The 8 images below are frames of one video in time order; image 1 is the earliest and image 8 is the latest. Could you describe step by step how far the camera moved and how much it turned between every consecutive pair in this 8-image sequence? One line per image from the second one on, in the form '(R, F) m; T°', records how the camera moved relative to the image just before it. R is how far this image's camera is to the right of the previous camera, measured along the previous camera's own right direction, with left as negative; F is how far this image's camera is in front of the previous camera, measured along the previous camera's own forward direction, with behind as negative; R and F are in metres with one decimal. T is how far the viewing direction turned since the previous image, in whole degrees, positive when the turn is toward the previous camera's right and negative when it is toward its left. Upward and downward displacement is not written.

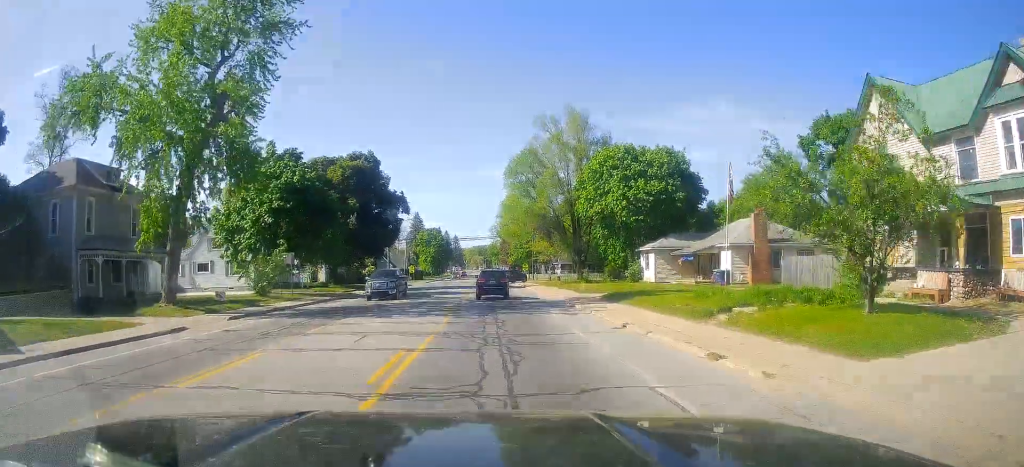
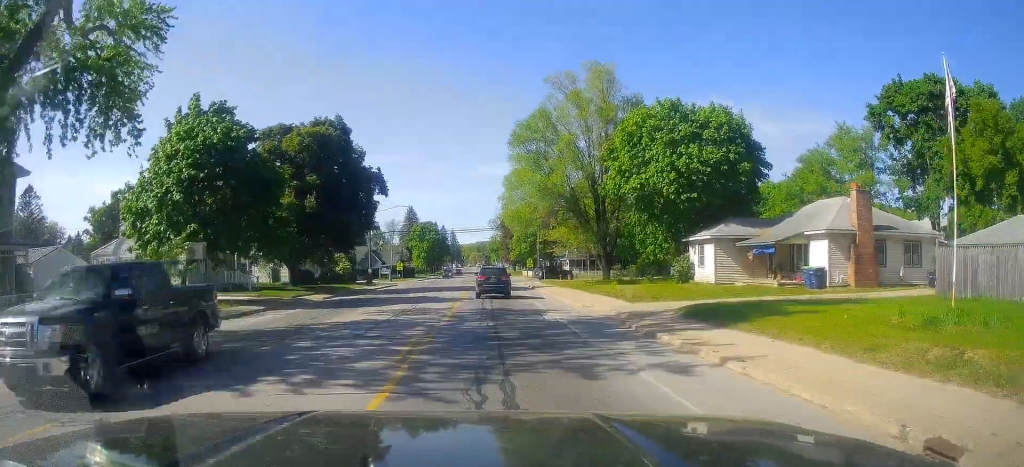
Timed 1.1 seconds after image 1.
(0.0, +13.0) m; 0°
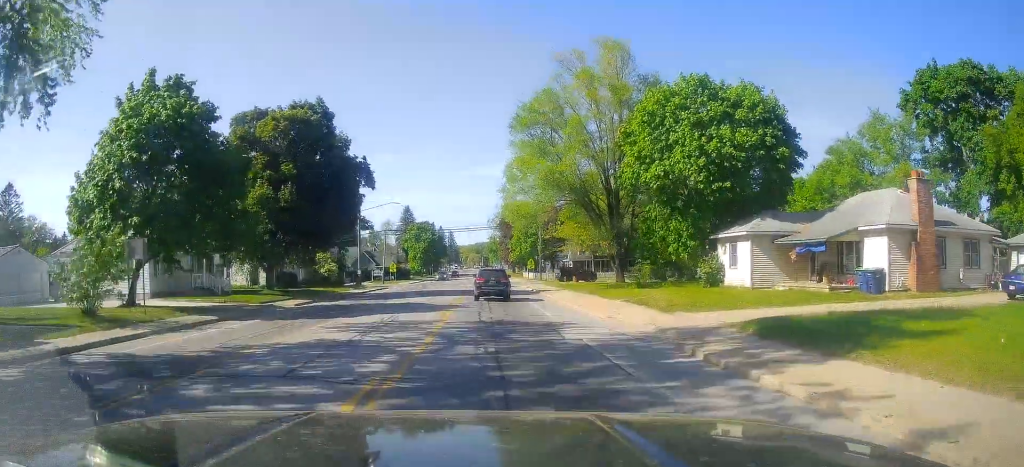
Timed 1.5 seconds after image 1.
(0.0, +5.2) m; 0°
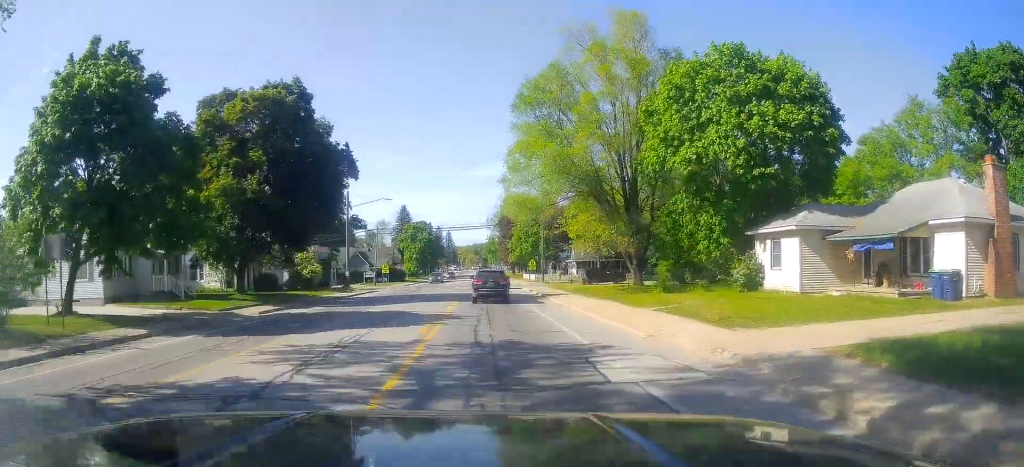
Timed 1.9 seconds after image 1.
(0.0, +5.1) m; 0°
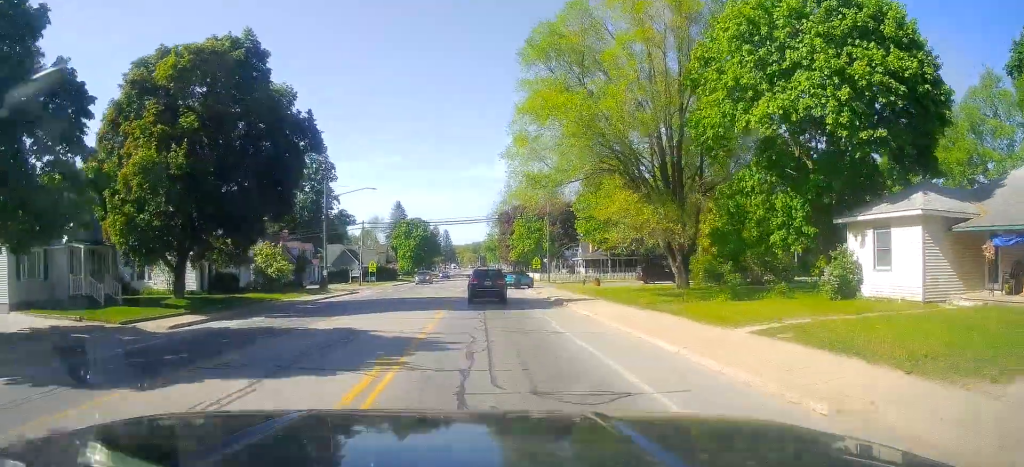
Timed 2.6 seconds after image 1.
(0.0, +8.3) m; 0°
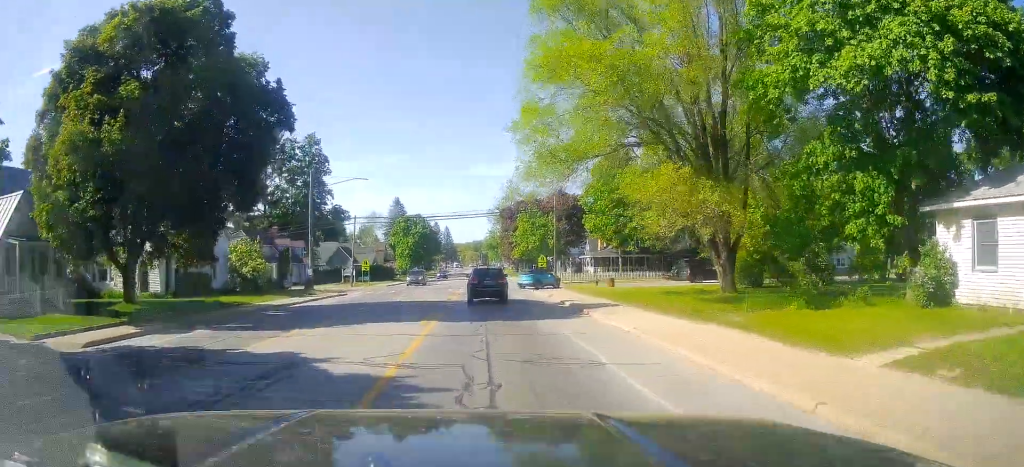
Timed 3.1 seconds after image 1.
(0.0, +5.1) m; 0°
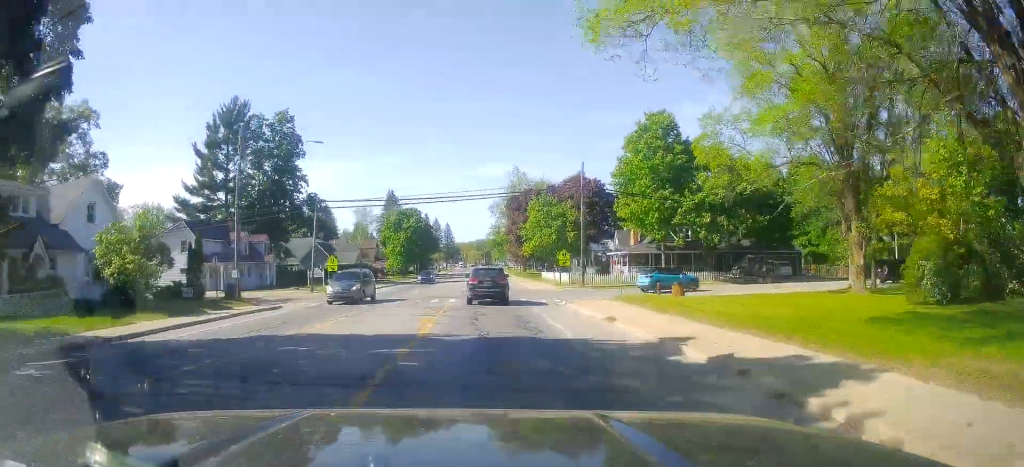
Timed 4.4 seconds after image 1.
(0.0, +16.0) m; 0°
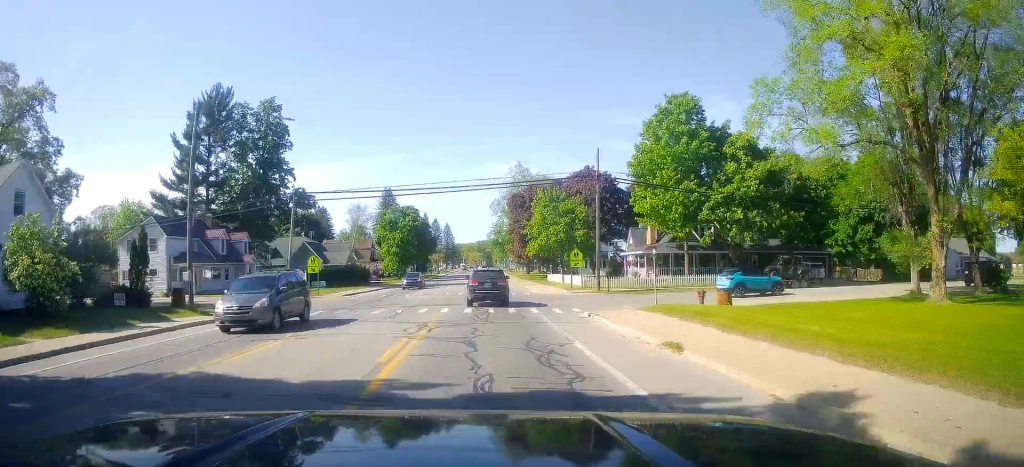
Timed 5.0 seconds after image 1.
(0.0, +6.1) m; 0°
